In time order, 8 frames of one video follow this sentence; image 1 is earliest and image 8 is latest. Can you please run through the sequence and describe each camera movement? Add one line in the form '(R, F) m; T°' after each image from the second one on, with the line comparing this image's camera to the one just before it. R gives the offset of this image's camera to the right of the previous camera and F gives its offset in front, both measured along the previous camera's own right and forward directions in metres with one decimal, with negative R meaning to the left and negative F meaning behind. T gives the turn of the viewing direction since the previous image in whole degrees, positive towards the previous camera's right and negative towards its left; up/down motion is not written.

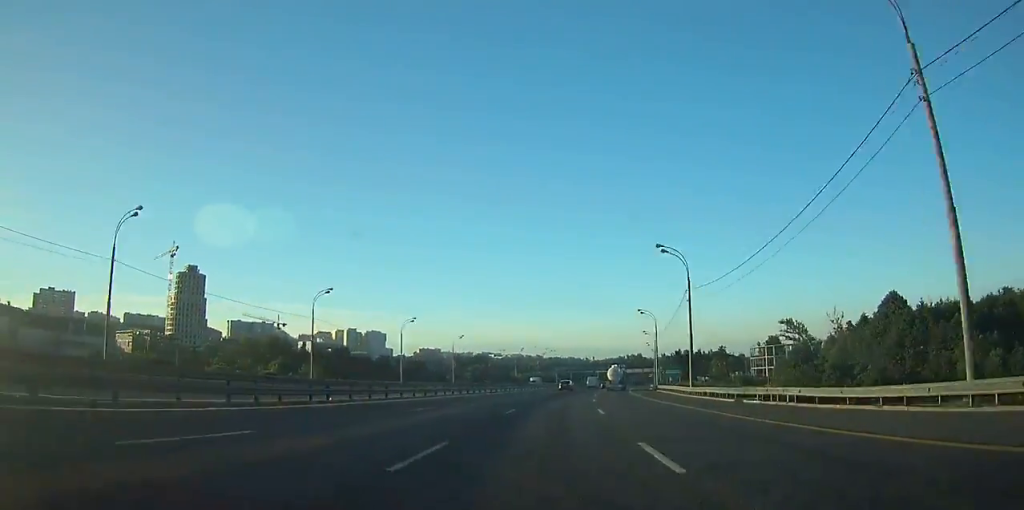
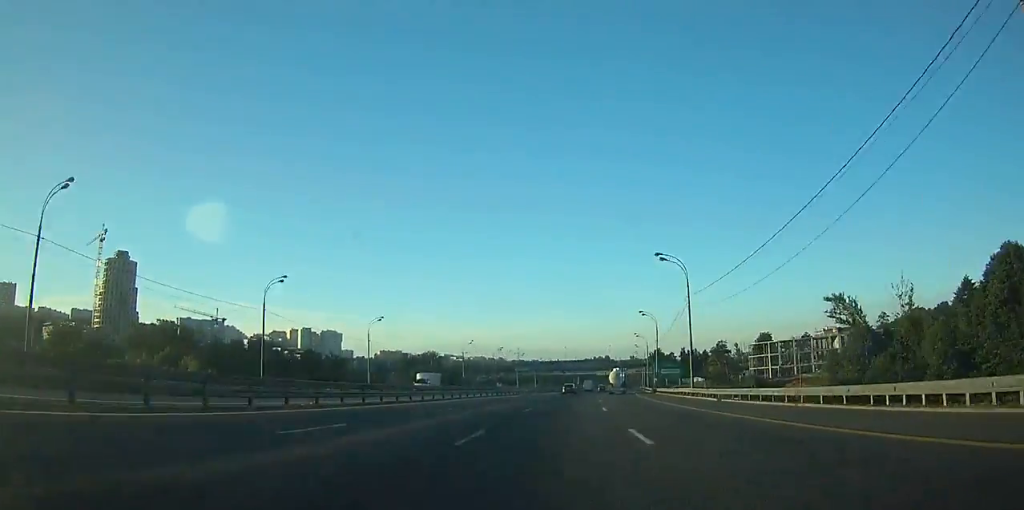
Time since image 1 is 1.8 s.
(+0.7, +44.2) m; +4°
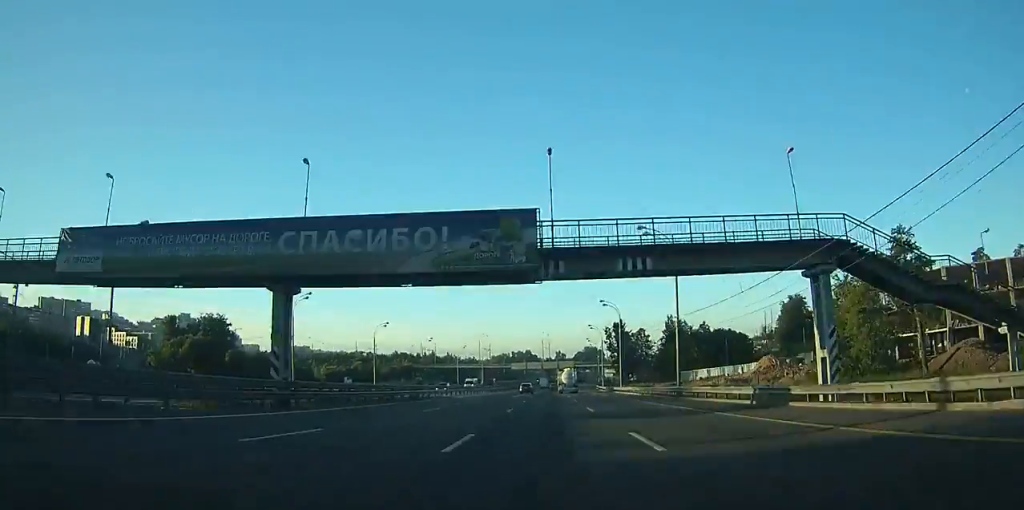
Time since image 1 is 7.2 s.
(+10.8, +126.3) m; +7°
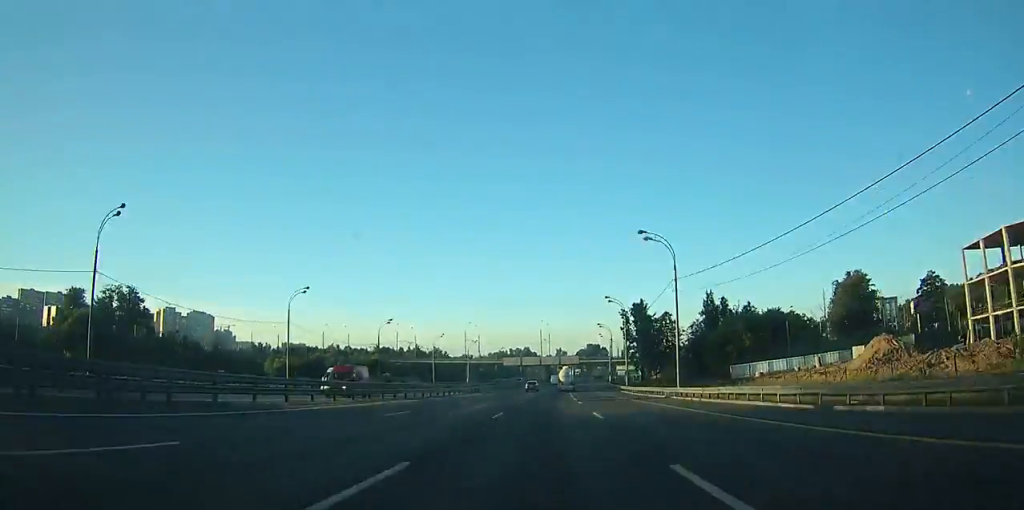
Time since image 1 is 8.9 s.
(+0.3, +37.6) m; +1°
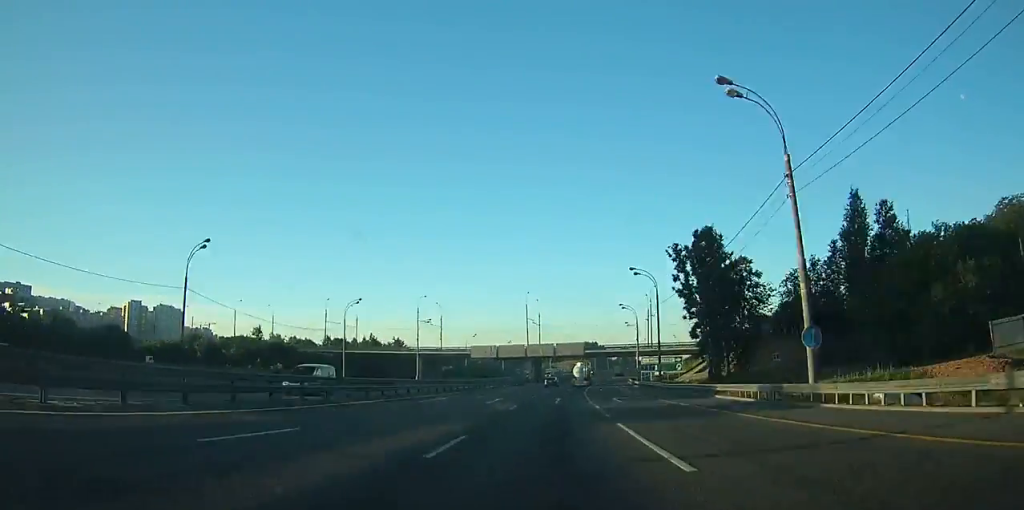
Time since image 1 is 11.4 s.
(+0.2, +55.8) m; +1°
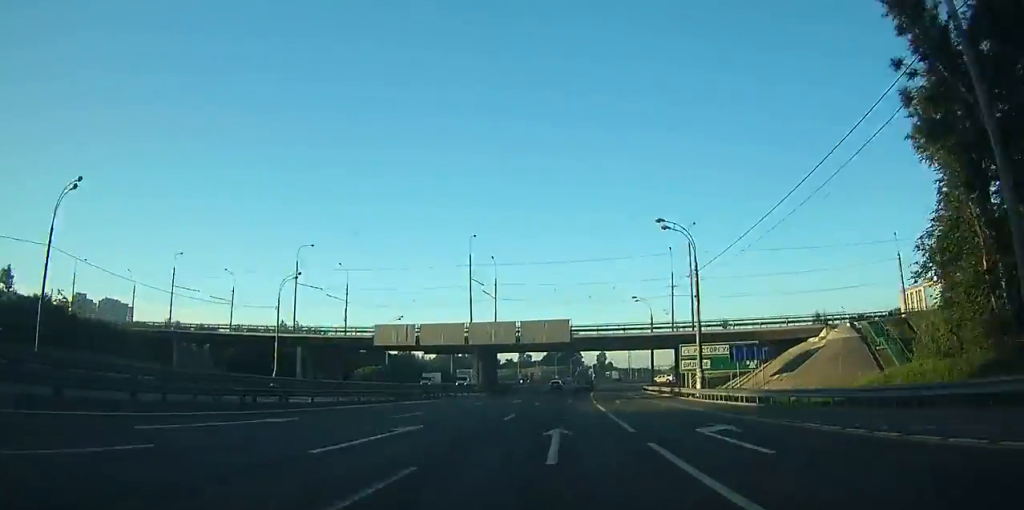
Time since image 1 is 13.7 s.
(+0.4, +50.9) m; +2°
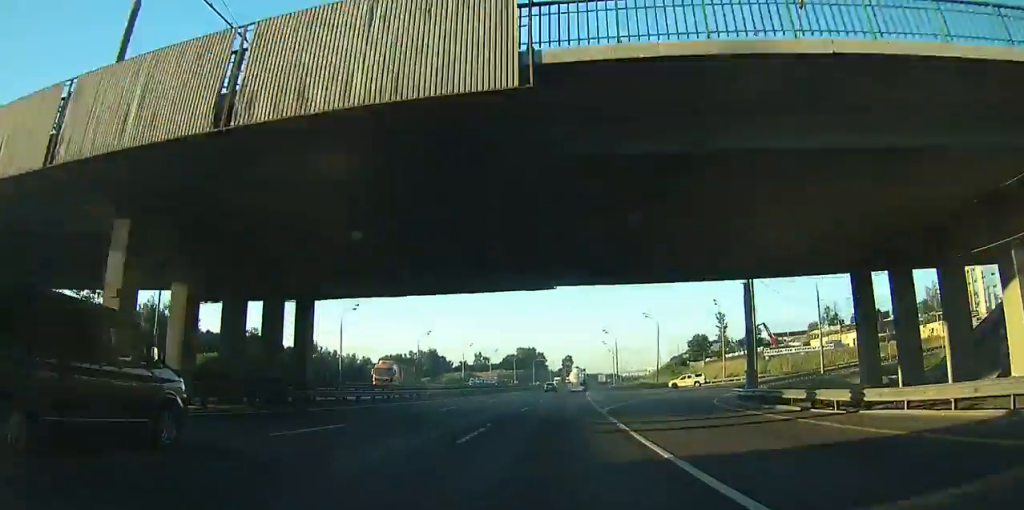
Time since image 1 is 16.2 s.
(+1.8, +56.1) m; +3°
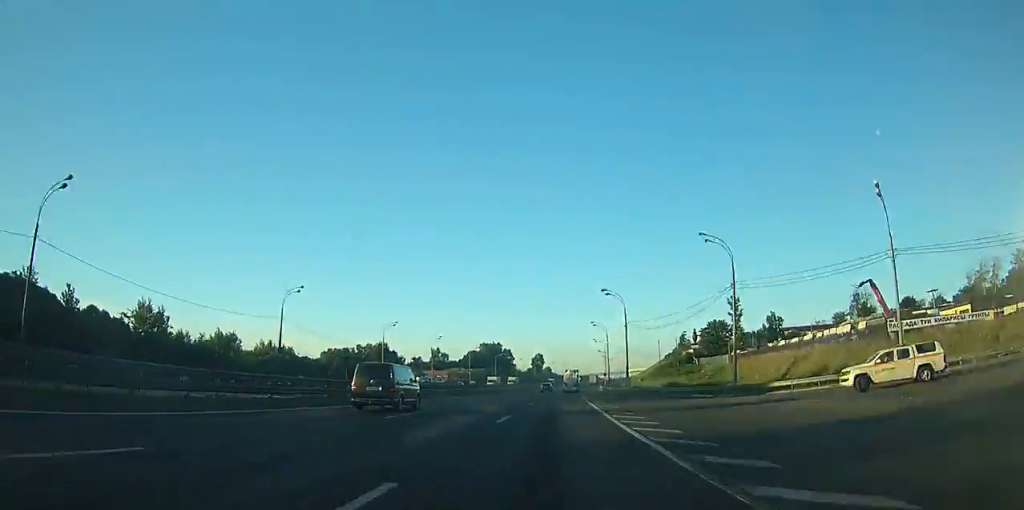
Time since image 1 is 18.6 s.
(+1.7, +55.1) m; +3°
